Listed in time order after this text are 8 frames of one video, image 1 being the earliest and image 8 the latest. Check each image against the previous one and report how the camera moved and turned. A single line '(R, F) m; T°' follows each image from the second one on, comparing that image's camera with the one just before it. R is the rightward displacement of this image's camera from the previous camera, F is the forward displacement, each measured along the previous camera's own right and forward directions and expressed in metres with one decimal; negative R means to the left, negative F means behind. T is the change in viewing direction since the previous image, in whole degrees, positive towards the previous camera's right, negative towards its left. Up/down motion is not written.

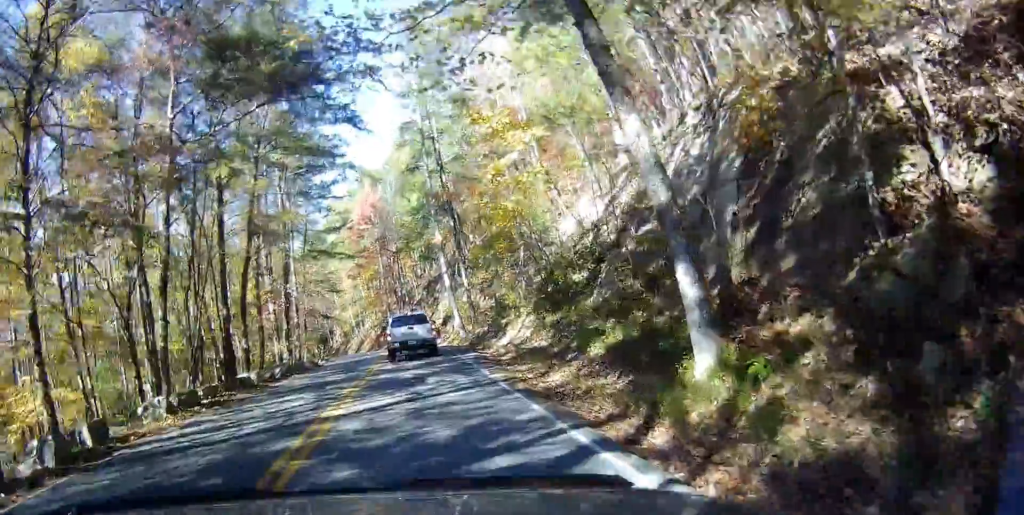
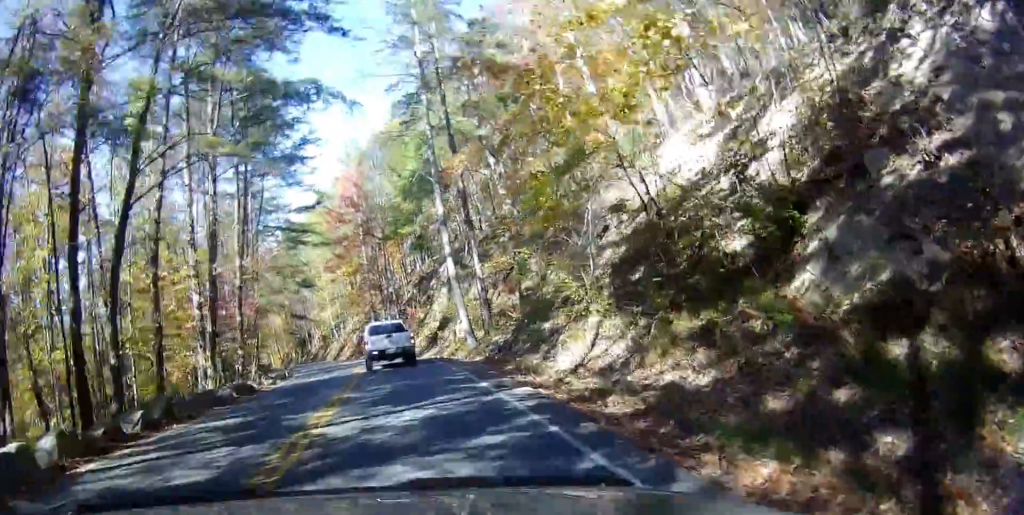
(+0.6, +11.9) m; +4°
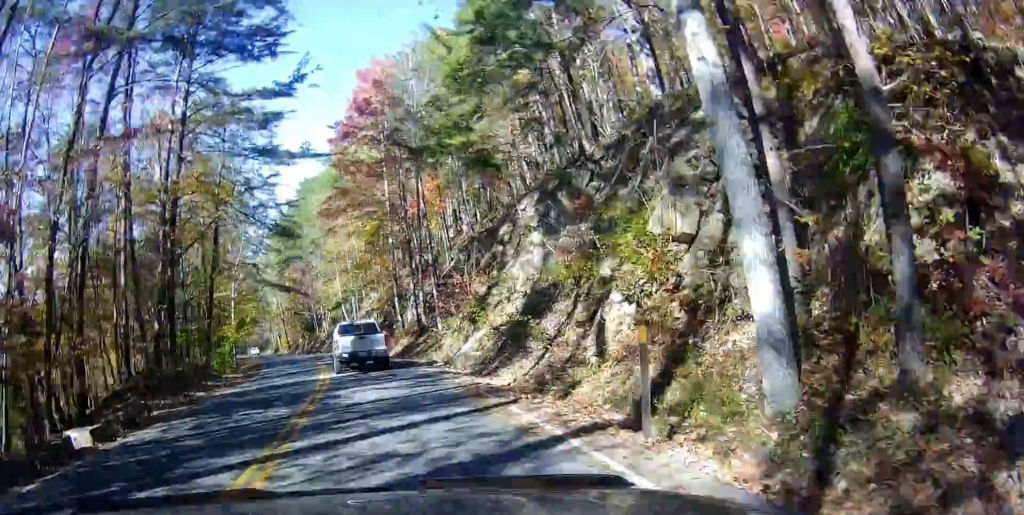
(-1.0, +22.5) m; -9°
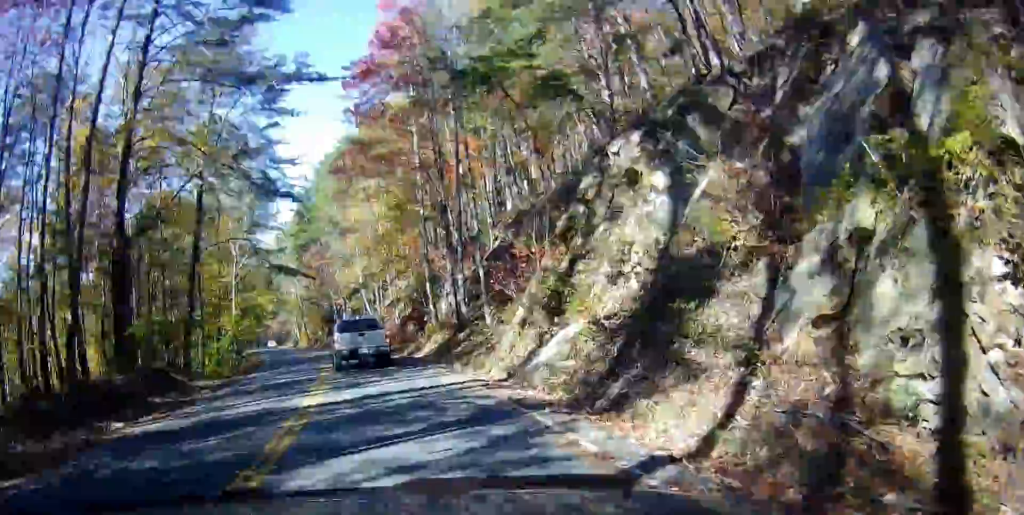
(-0.3, +8.2) m; -4°
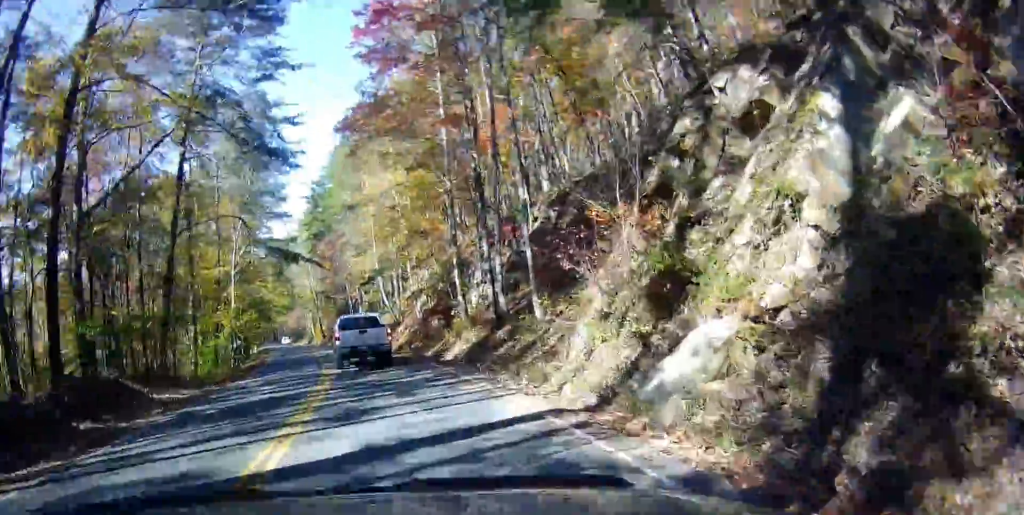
(-0.1, +5.5) m; -1°
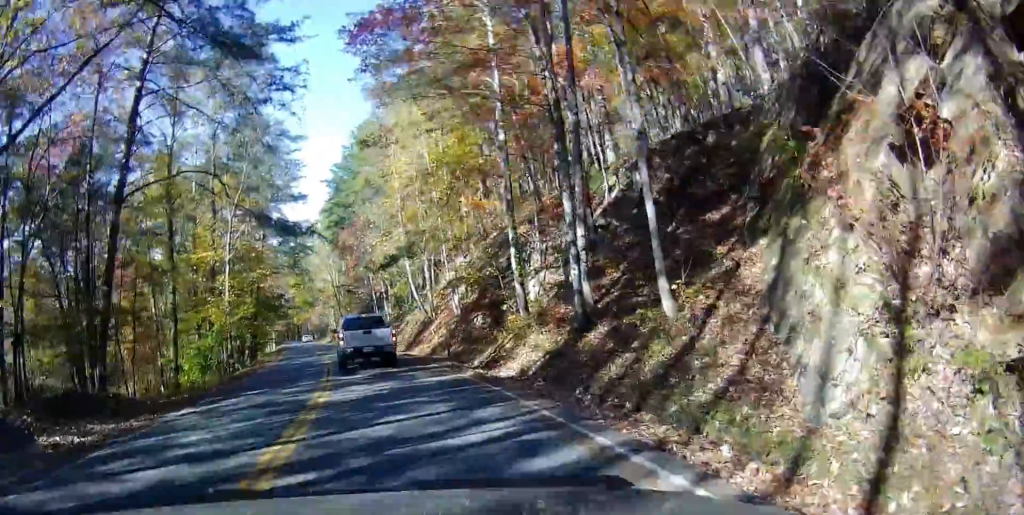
(-0.1, +7.6) m; -2°
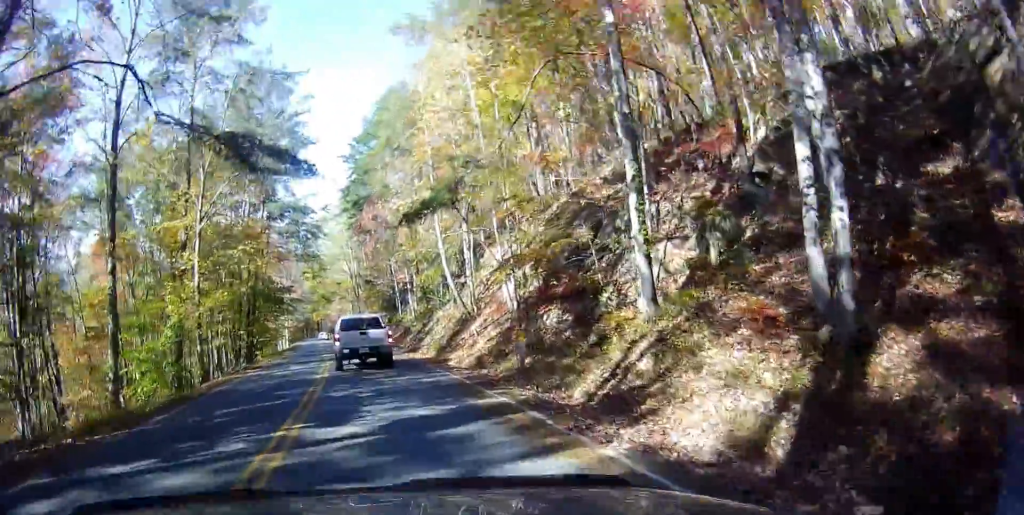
(-0.2, +9.1) m; -3°
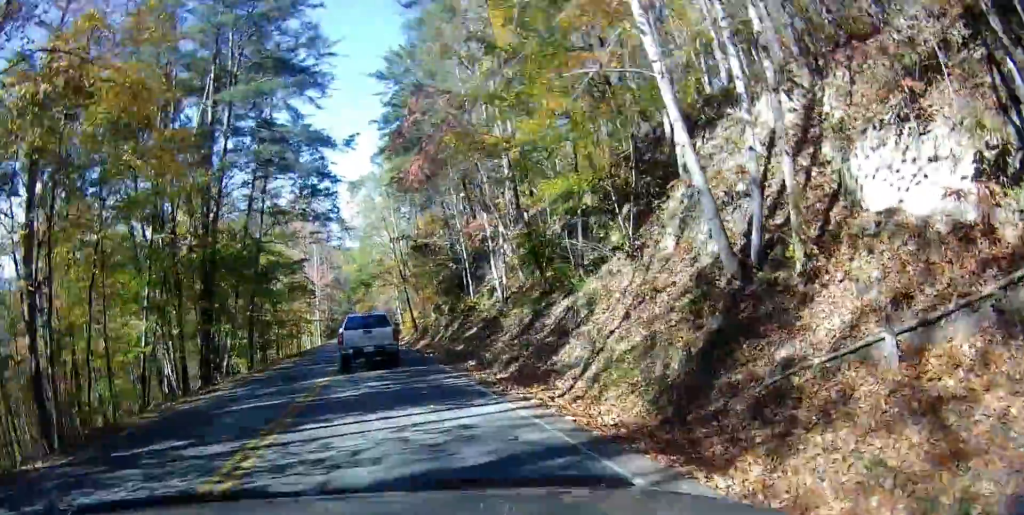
(-1.4, +18.8) m; -9°
